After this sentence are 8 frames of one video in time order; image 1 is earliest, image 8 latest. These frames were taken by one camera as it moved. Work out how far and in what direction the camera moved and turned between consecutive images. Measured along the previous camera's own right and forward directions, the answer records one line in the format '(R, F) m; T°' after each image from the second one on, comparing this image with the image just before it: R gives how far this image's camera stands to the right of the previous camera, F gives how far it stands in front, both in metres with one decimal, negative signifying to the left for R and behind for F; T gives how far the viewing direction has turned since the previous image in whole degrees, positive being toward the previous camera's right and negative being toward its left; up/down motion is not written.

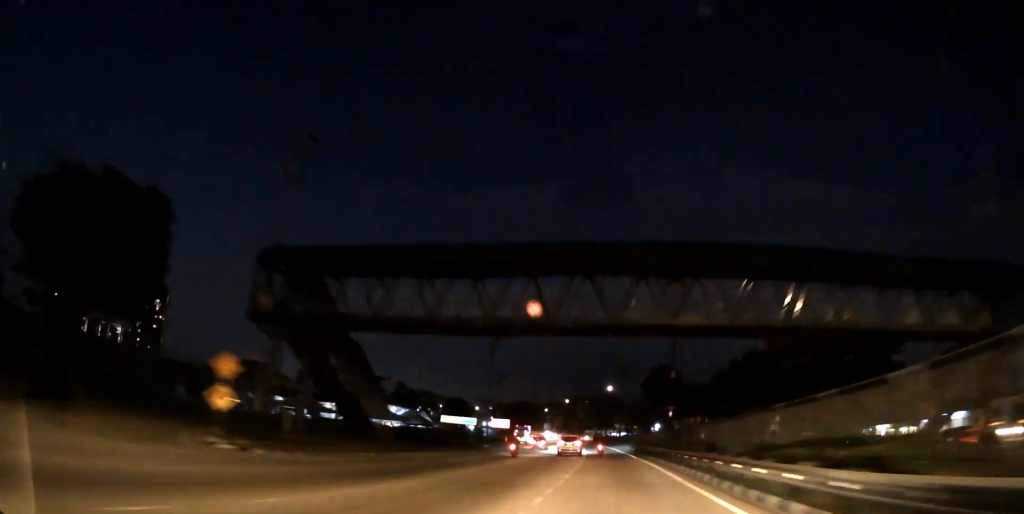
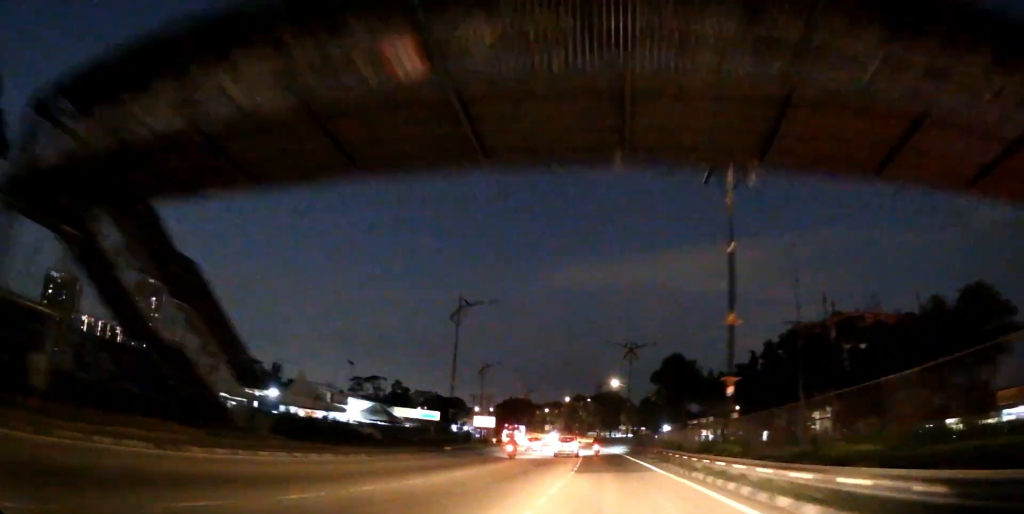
(0.0, +15.5) m; 0°
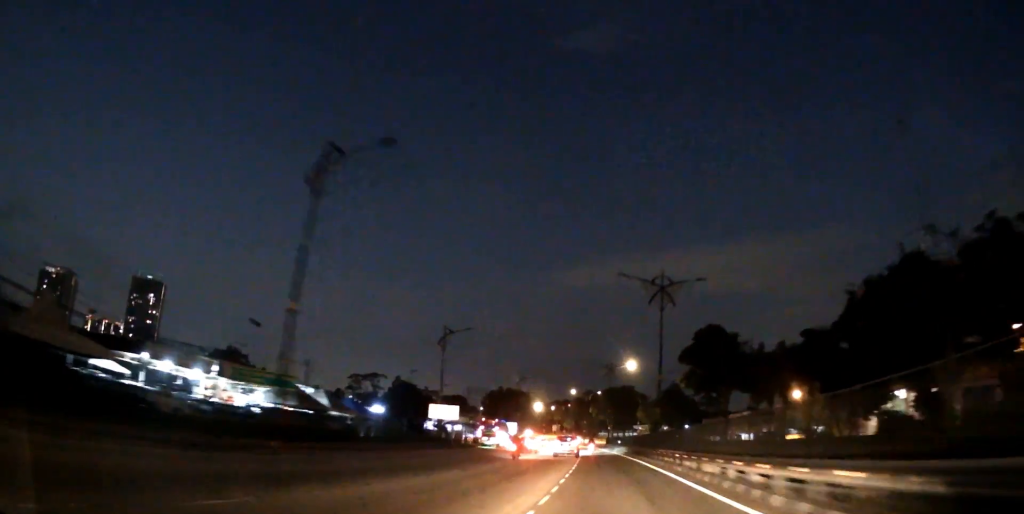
(-0.1, +26.1) m; -1°
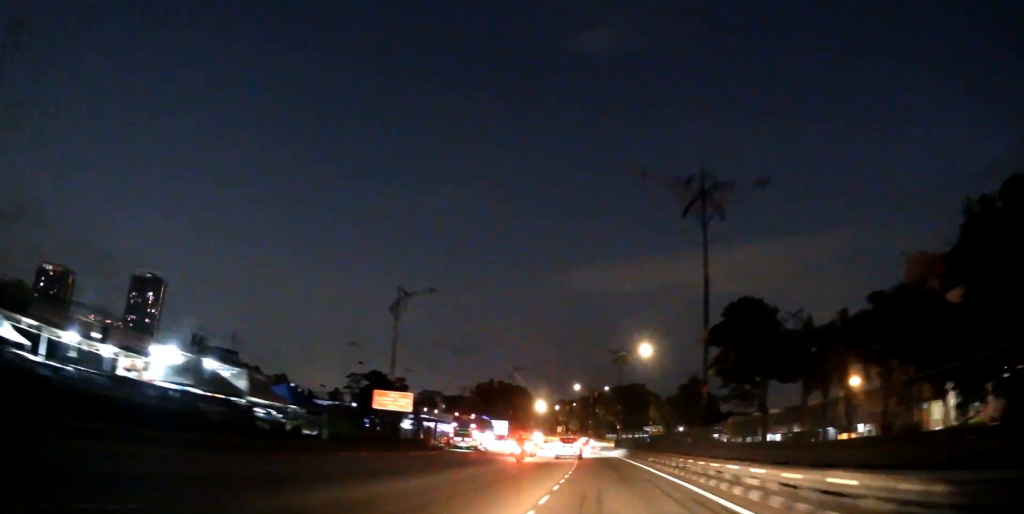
(-0.1, +16.1) m; -1°
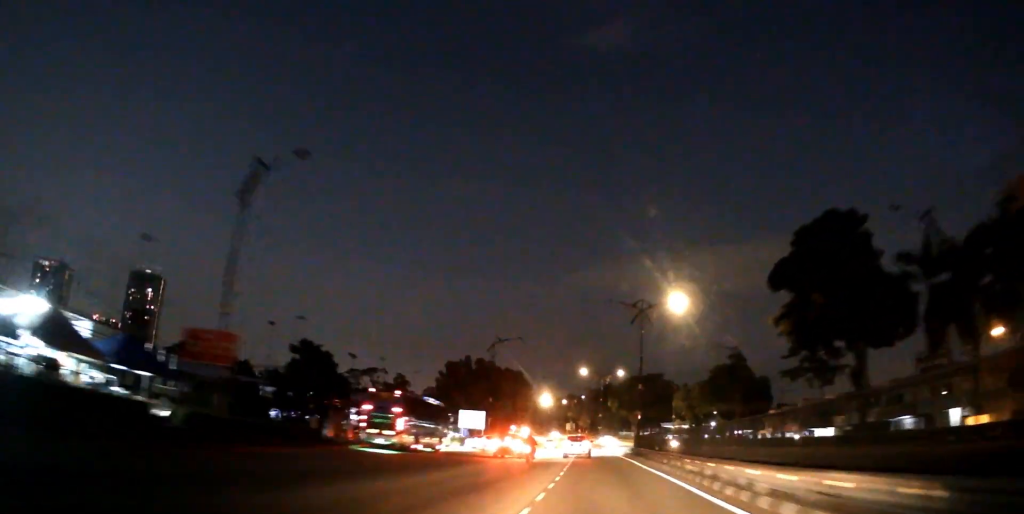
(-0.3, +22.4) m; -2°
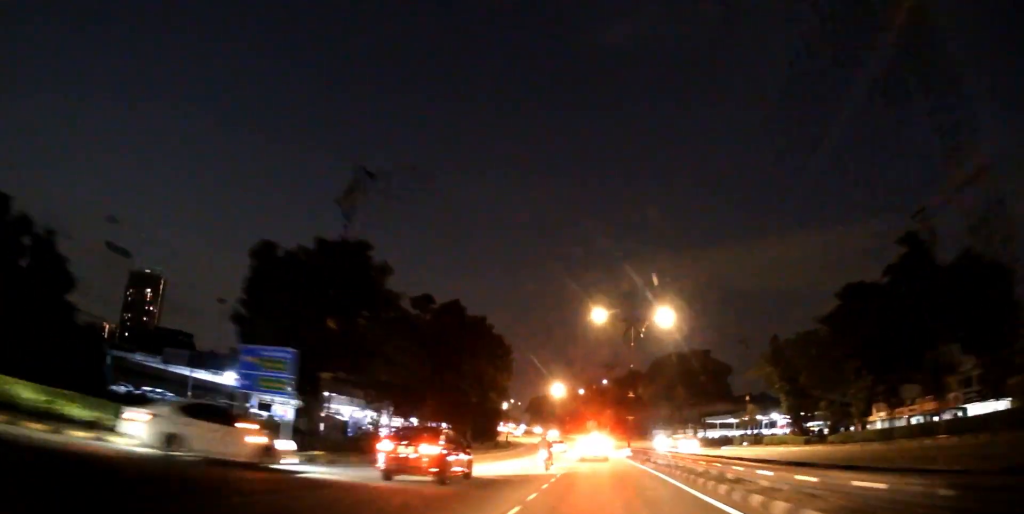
(-1.3, +40.3) m; -3°
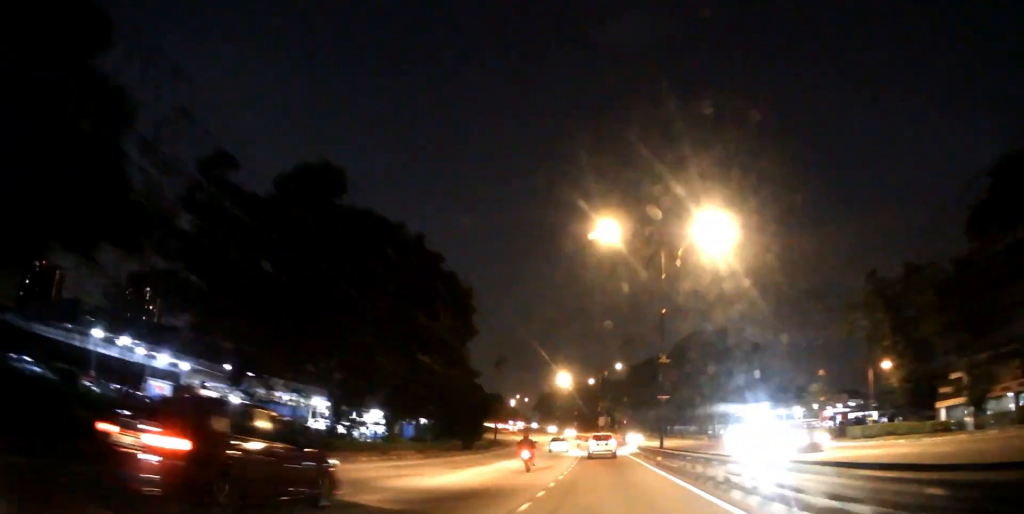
(-0.2, +20.6) m; -1°
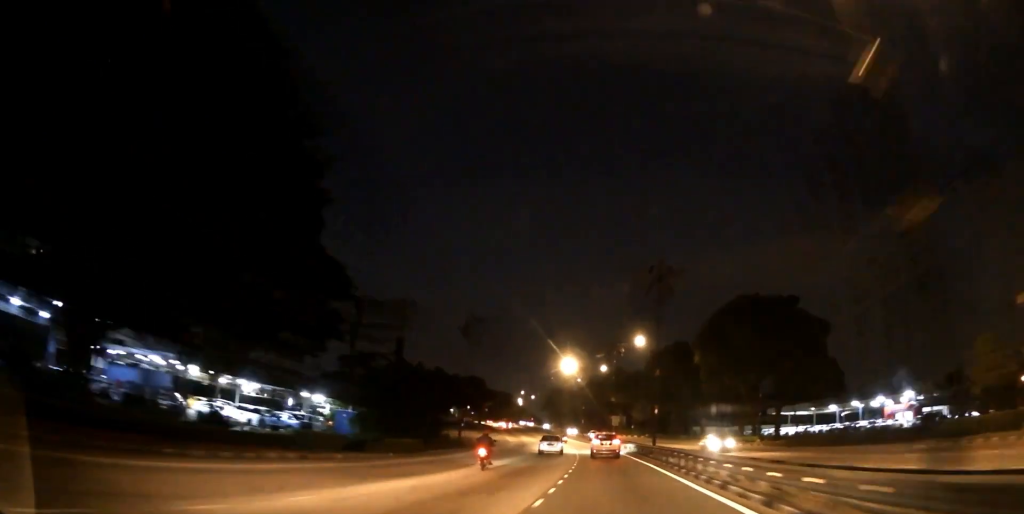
(-0.3, +24.2) m; -2°
